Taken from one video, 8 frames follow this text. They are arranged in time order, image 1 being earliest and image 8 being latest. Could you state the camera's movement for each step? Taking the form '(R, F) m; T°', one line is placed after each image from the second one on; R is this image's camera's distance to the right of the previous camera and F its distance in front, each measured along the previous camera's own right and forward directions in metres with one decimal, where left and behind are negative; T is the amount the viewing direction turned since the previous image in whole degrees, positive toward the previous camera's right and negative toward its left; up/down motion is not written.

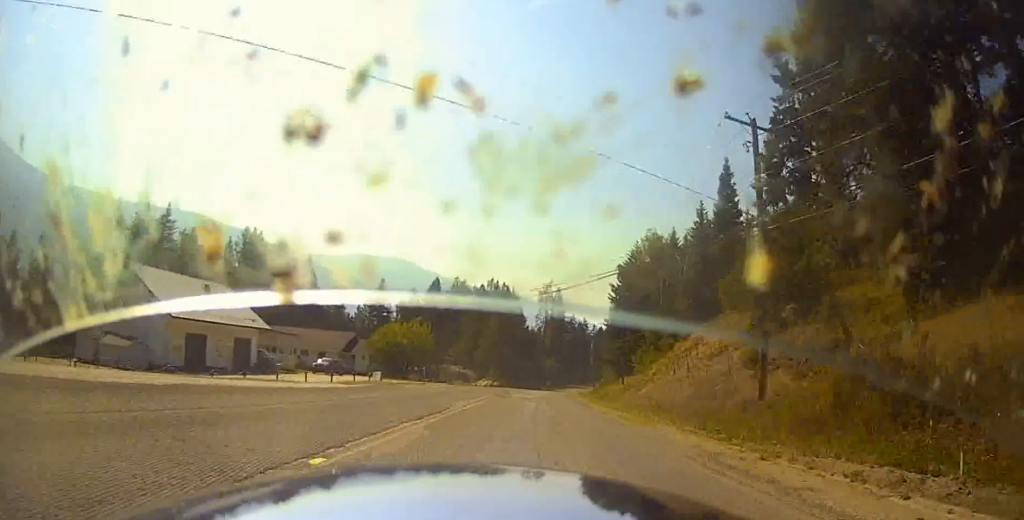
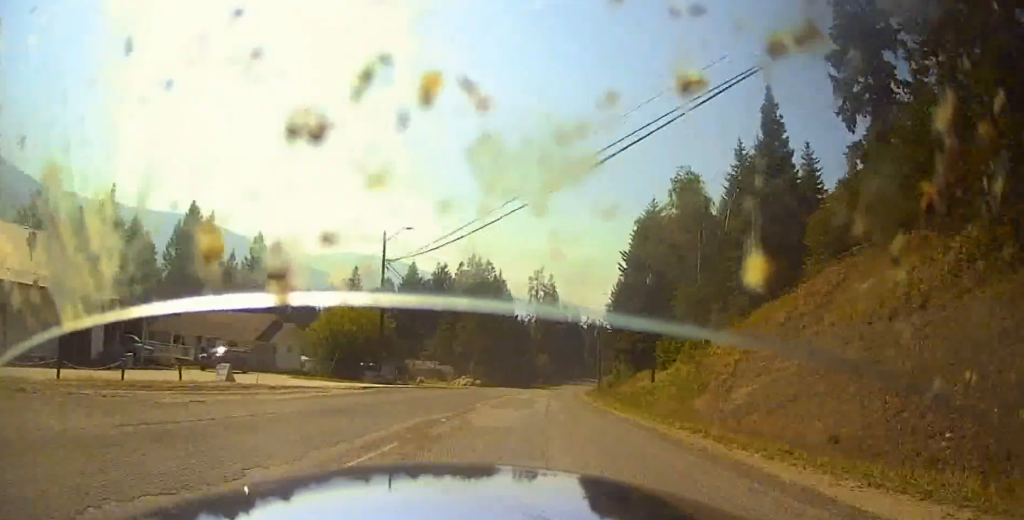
(-0.6, +23.5) m; -4°
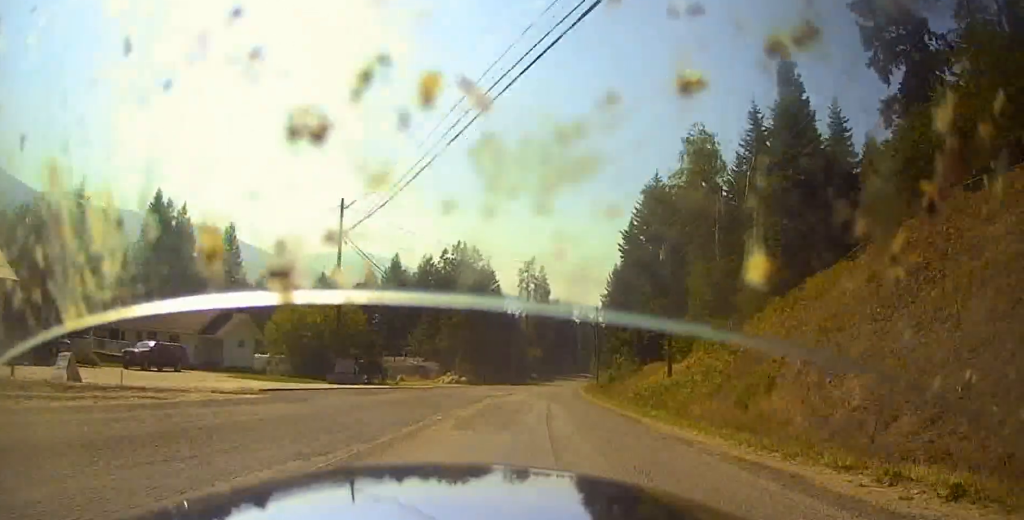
(-0.2, +9.3) m; +1°
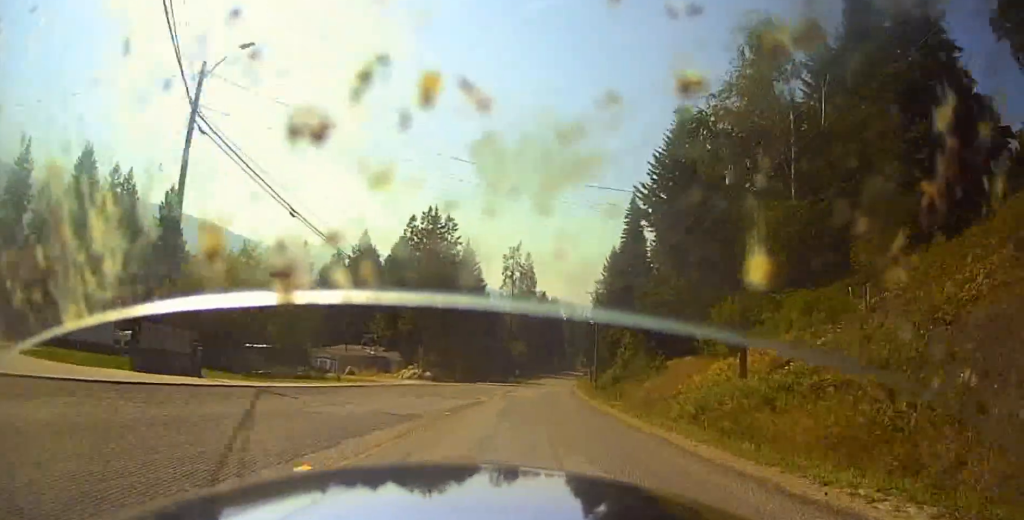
(+0.5, +18.7) m; +2°
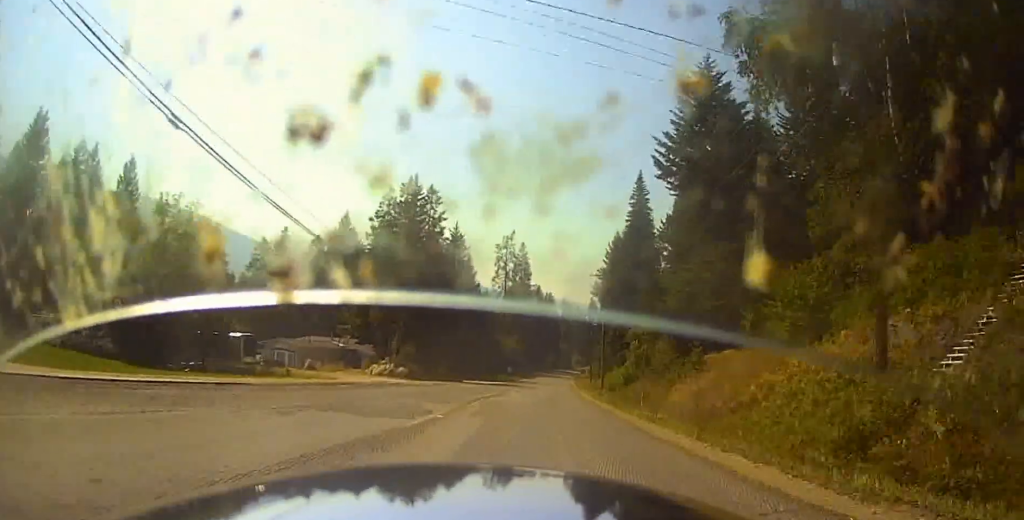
(+0.4, +11.9) m; +1°
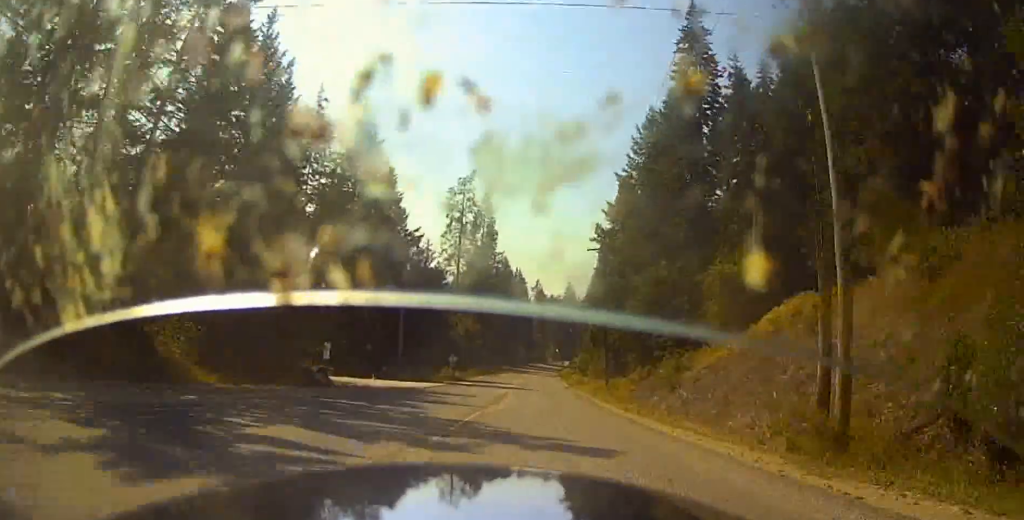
(+0.7, +52.7) m; +2°
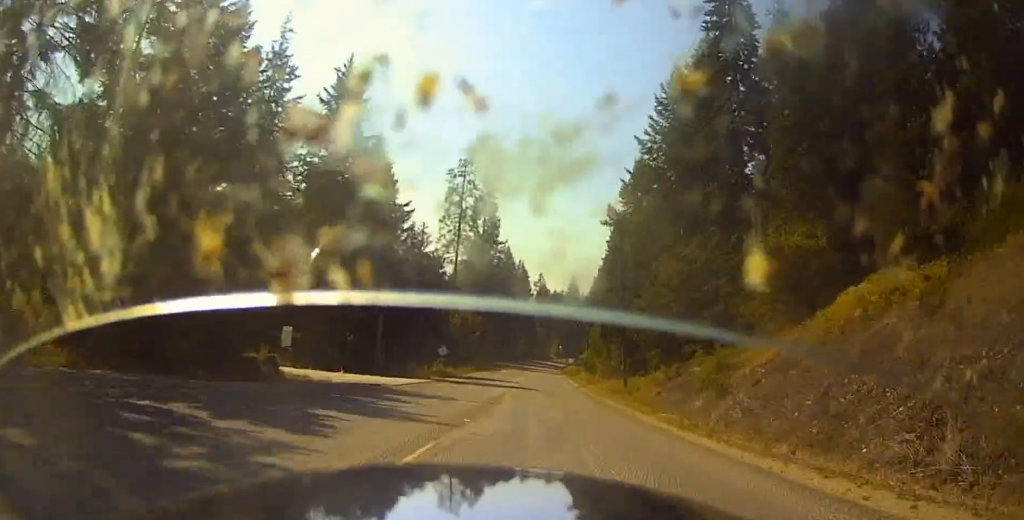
(-0.1, +8.9) m; 0°
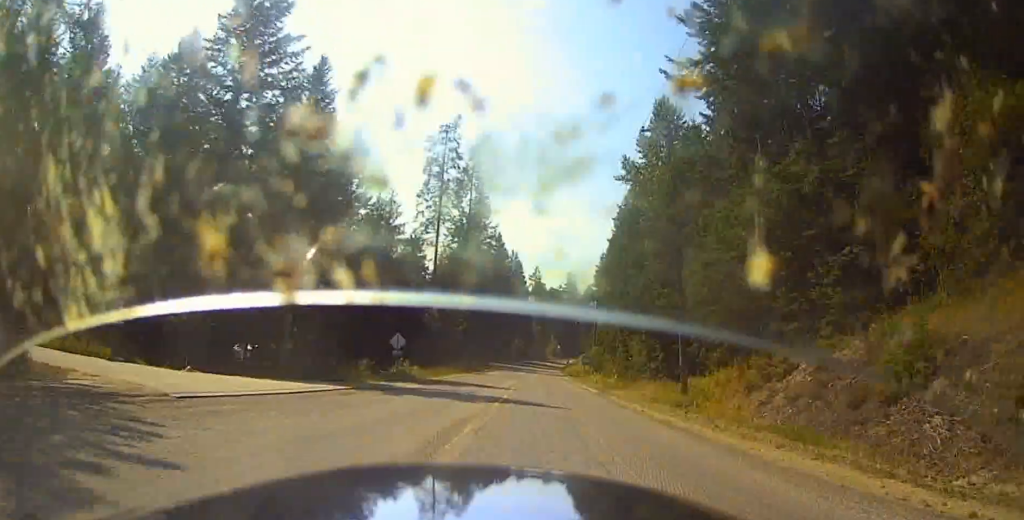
(-0.1, +18.5) m; +1°
